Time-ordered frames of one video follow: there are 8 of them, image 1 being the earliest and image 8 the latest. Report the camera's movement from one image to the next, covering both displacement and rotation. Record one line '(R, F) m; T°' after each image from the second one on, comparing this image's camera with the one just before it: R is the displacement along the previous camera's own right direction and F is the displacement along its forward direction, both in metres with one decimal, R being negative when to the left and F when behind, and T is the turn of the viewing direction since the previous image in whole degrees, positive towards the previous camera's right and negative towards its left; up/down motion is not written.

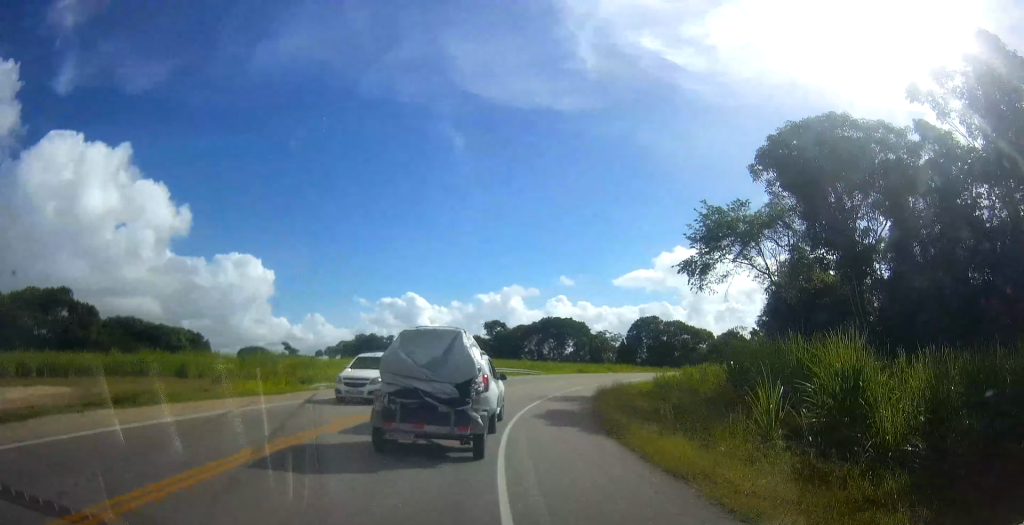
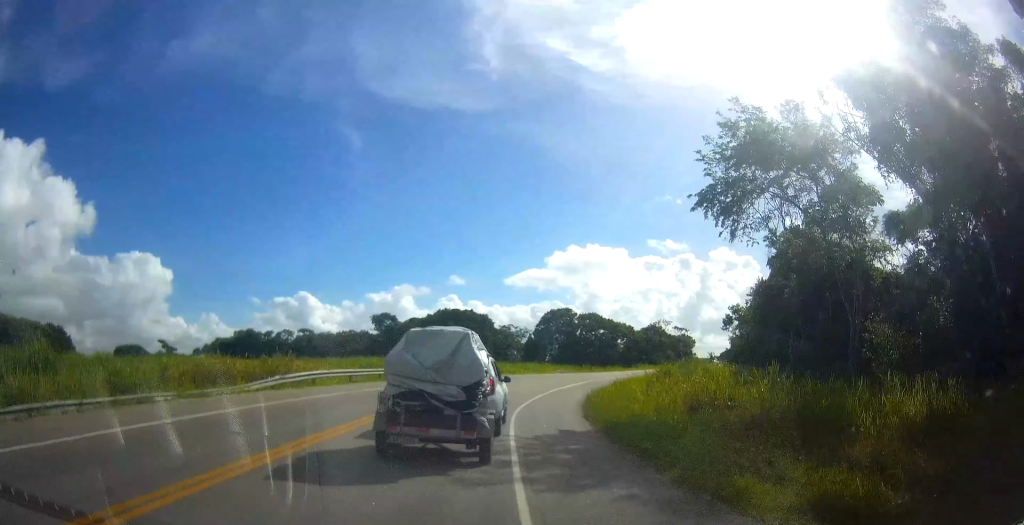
(+1.6, +19.2) m; +11°
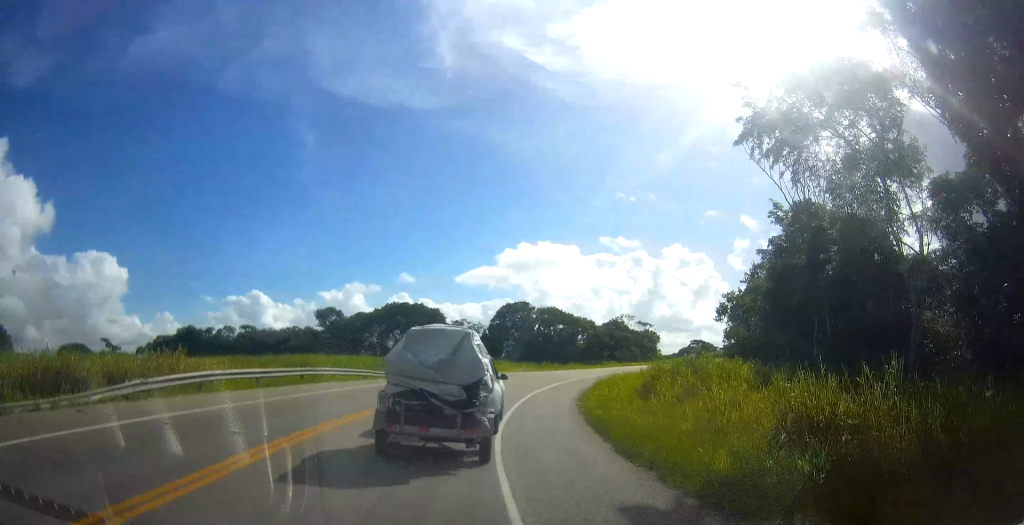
(+0.4, +7.9) m; +6°
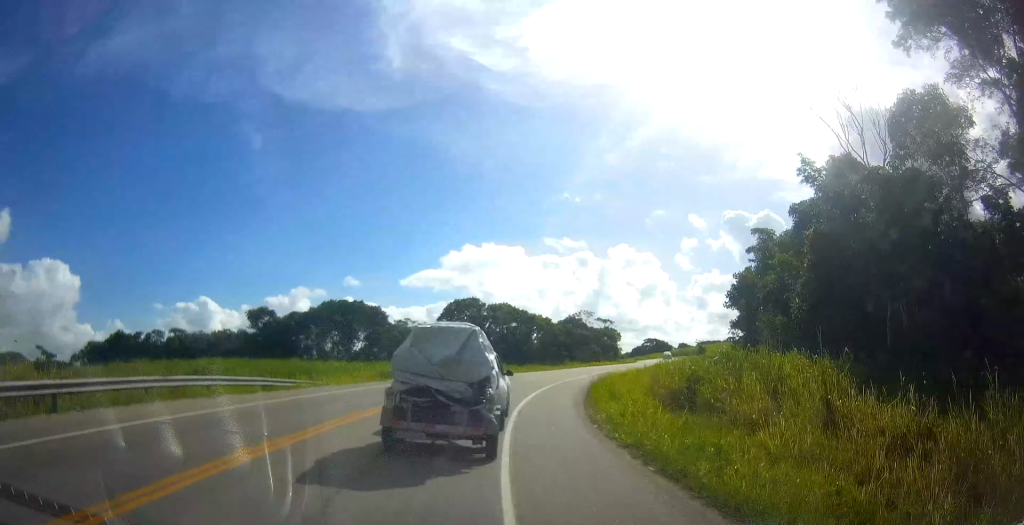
(+0.7, +9.7) m; +8°
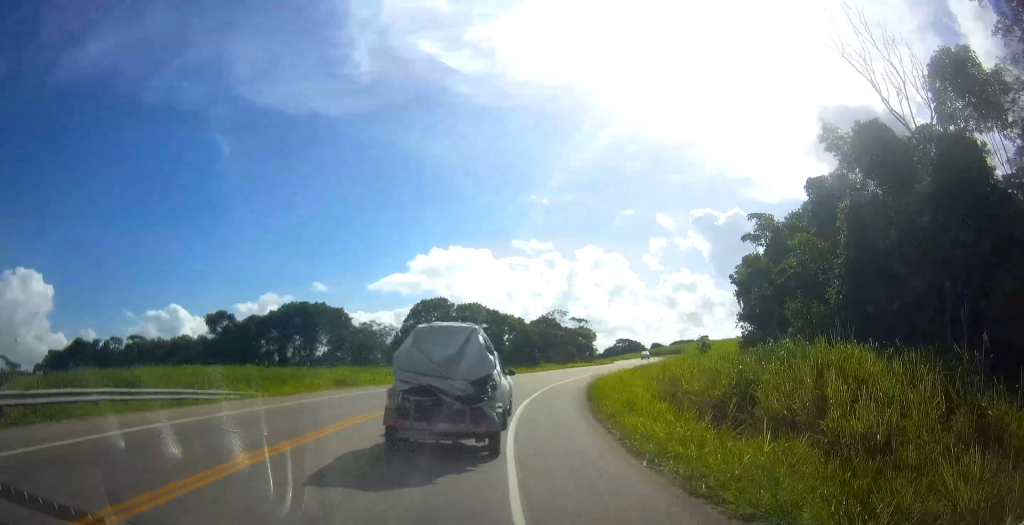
(+0.4, +5.1) m; +2°
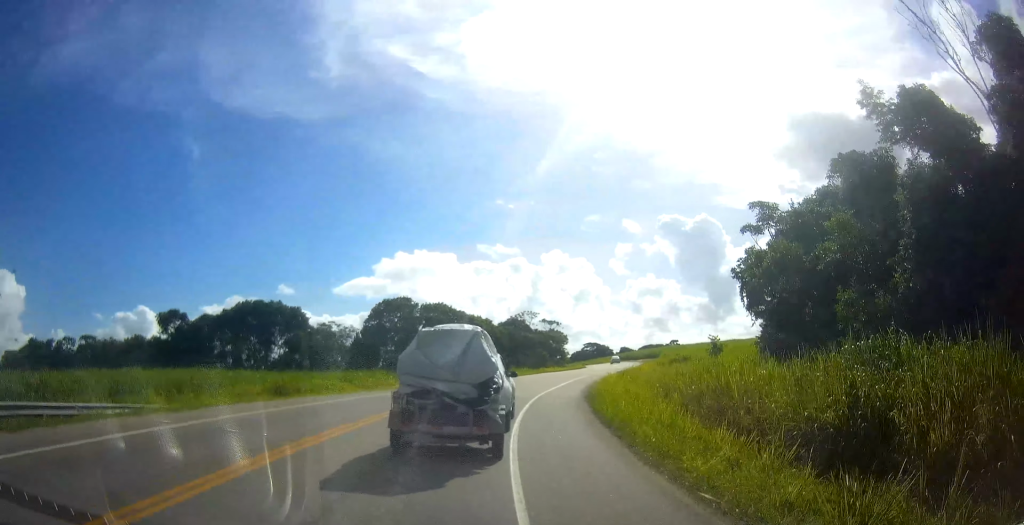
(+0.2, +5.6) m; +3°
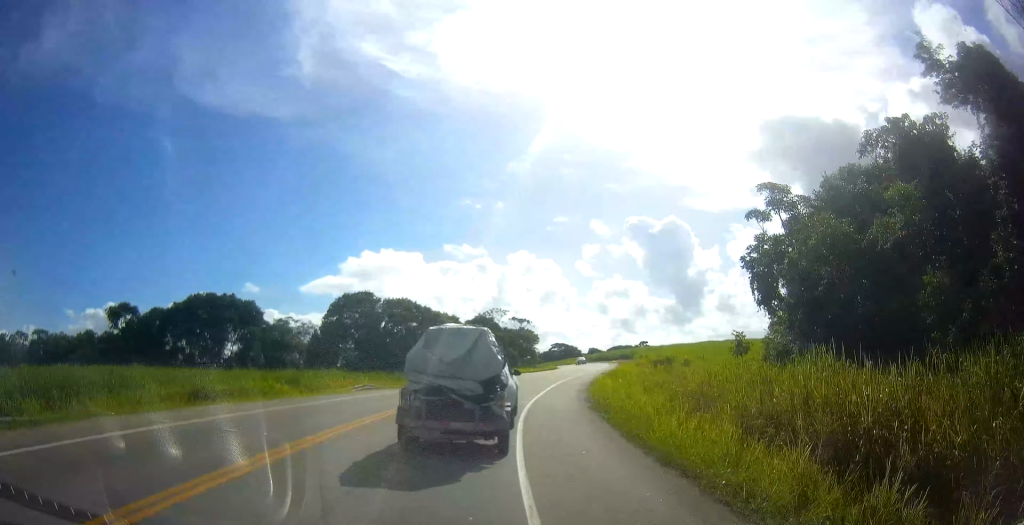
(+0.1, +5.8) m; +6°
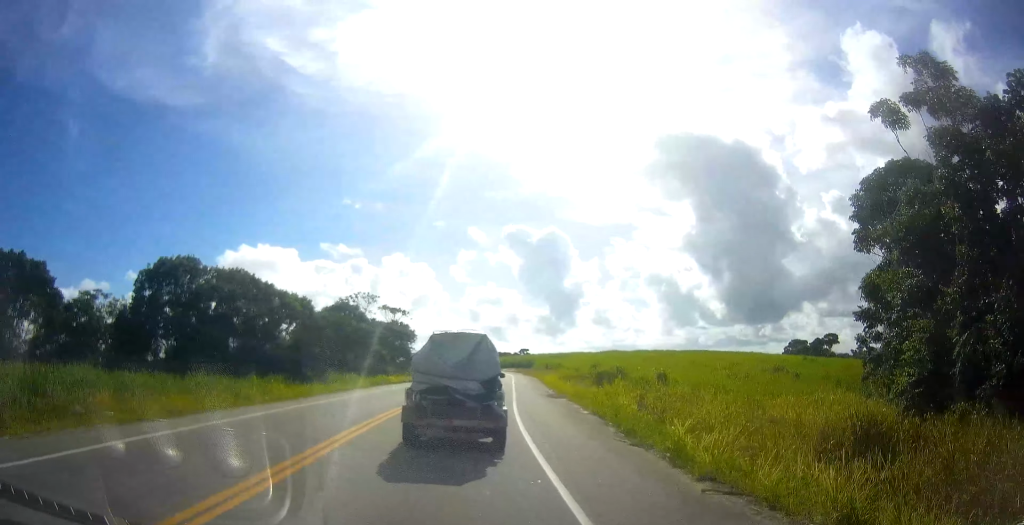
(+4.7, +22.6) m; +18°
